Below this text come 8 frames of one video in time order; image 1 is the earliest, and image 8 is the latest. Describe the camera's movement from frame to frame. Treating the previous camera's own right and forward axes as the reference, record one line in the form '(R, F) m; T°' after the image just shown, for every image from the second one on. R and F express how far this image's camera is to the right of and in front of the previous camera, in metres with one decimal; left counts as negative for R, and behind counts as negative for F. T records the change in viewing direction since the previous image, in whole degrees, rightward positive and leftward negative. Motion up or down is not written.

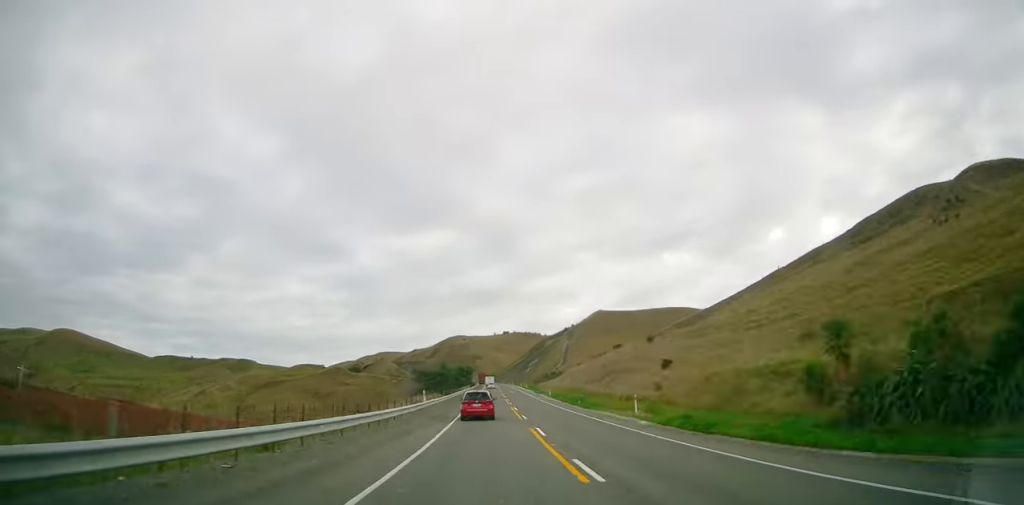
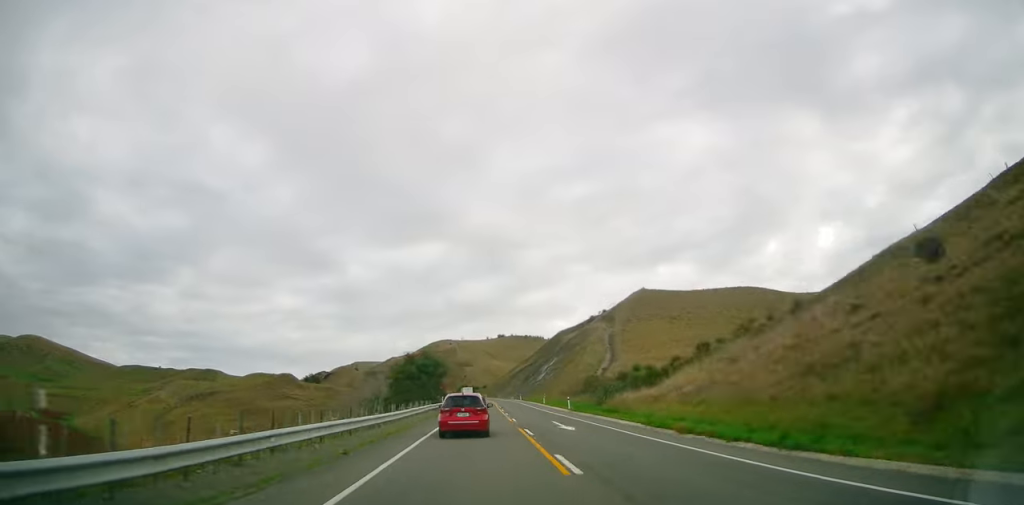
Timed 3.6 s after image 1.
(-0.3, +72.9) m; -1°
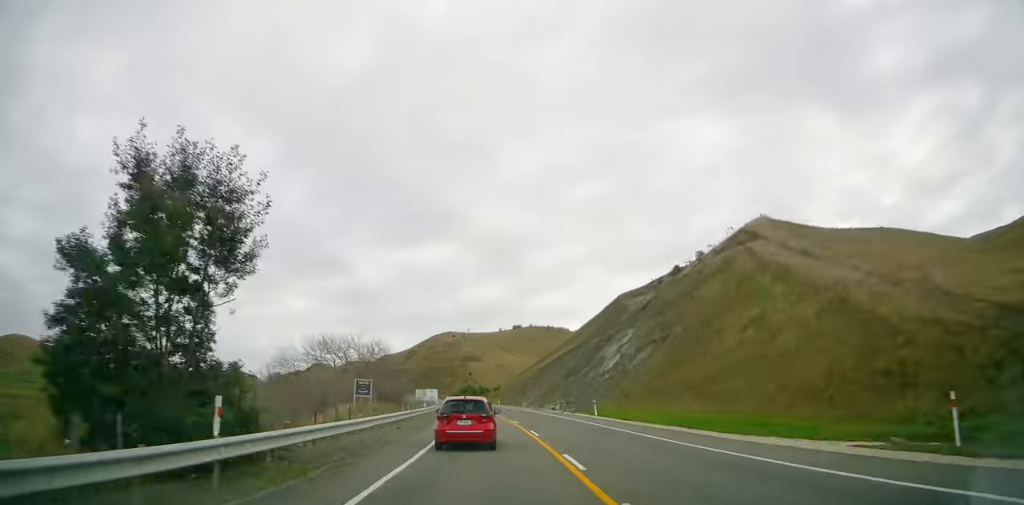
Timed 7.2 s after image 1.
(-0.6, +69.0) m; -3°
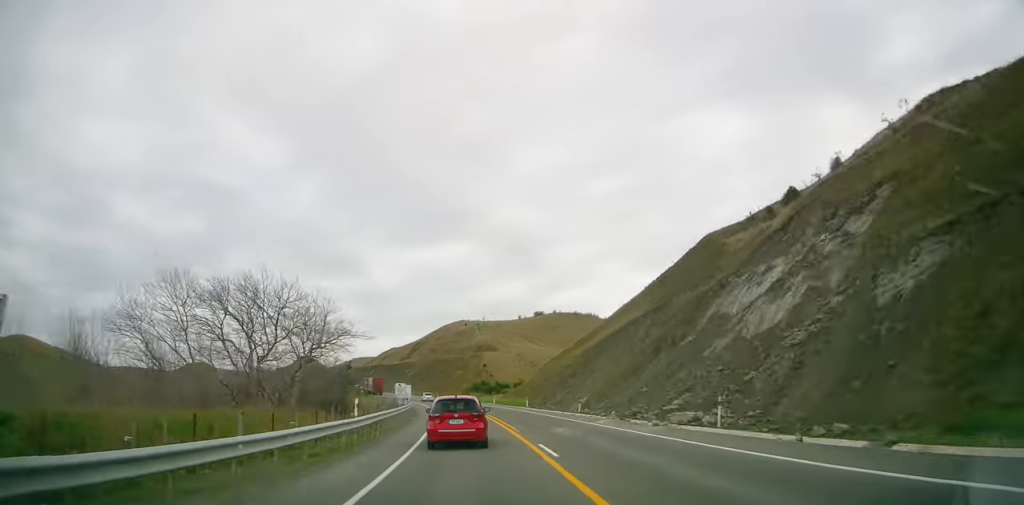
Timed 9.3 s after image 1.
(-0.2, +39.6) m; -4°
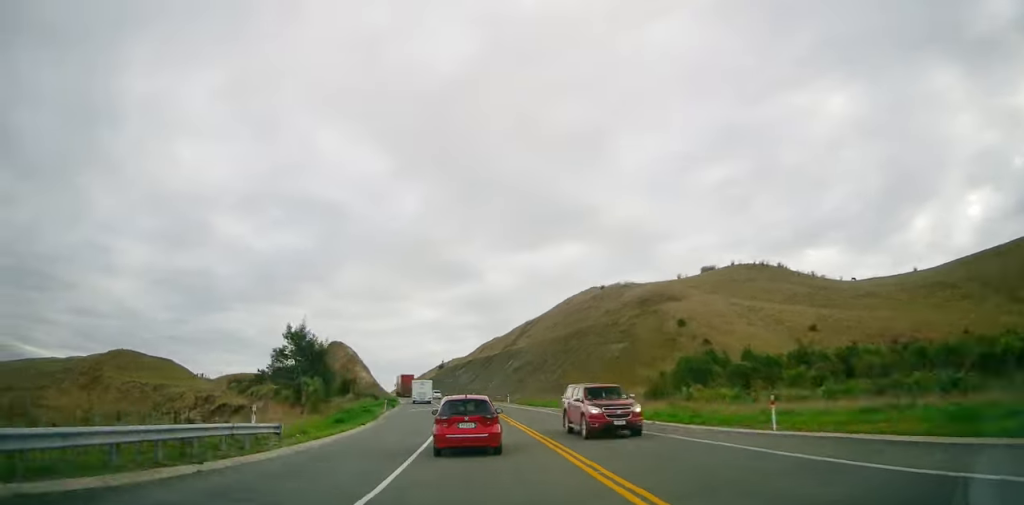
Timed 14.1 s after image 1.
(-7.3, +88.6) m; -11°
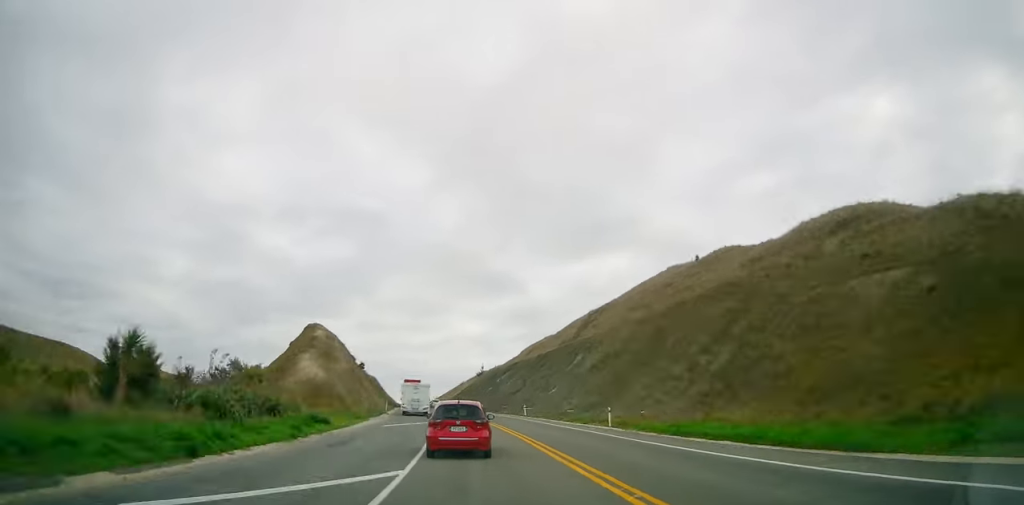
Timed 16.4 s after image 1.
(-3.3, +44.0) m; -4°
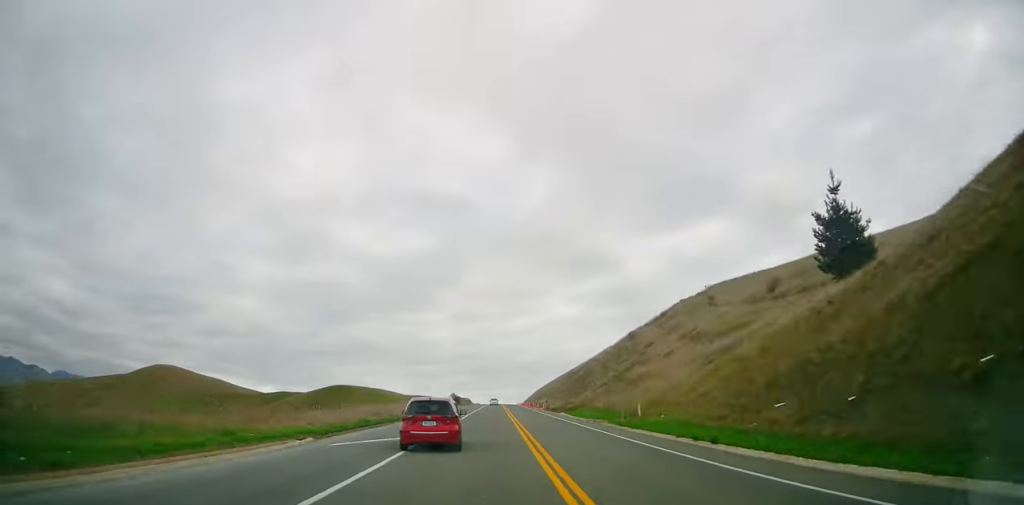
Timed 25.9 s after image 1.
(-17.7, +202.6) m; -6°
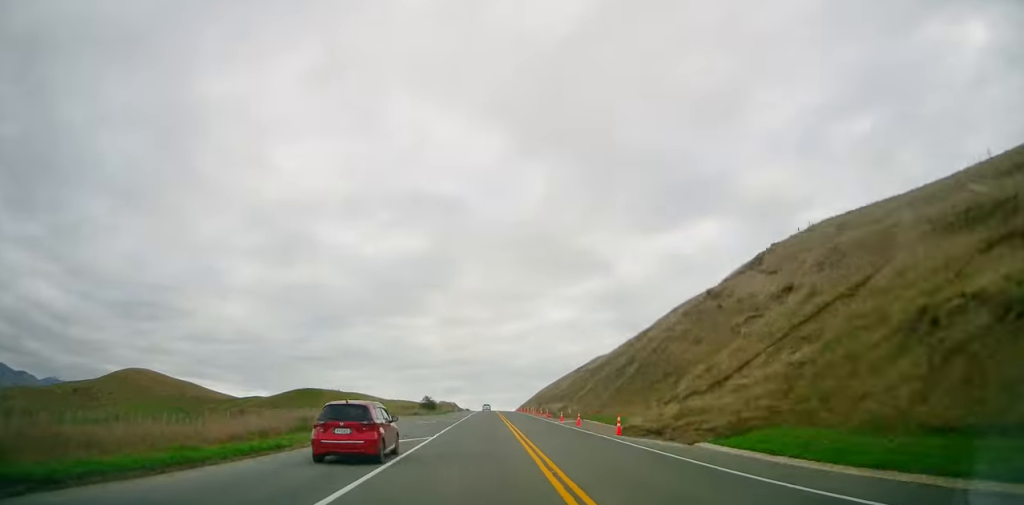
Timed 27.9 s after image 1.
(+0.1, +50.0) m; 0°
